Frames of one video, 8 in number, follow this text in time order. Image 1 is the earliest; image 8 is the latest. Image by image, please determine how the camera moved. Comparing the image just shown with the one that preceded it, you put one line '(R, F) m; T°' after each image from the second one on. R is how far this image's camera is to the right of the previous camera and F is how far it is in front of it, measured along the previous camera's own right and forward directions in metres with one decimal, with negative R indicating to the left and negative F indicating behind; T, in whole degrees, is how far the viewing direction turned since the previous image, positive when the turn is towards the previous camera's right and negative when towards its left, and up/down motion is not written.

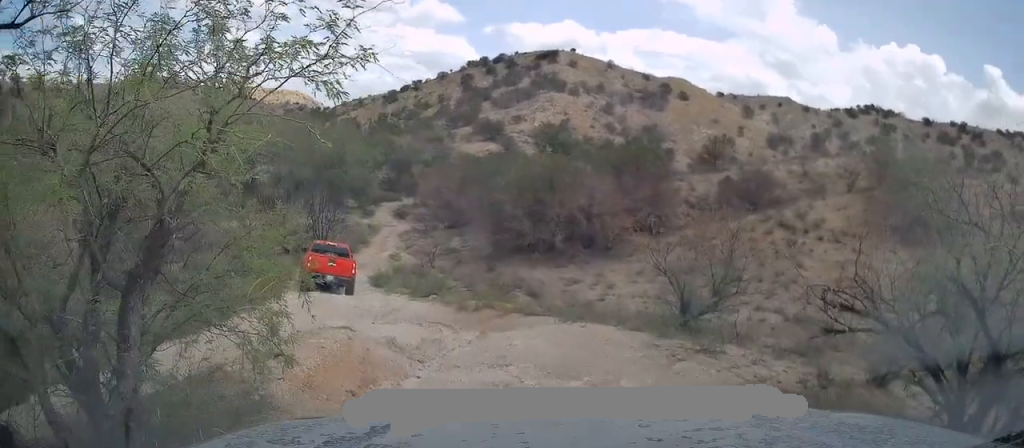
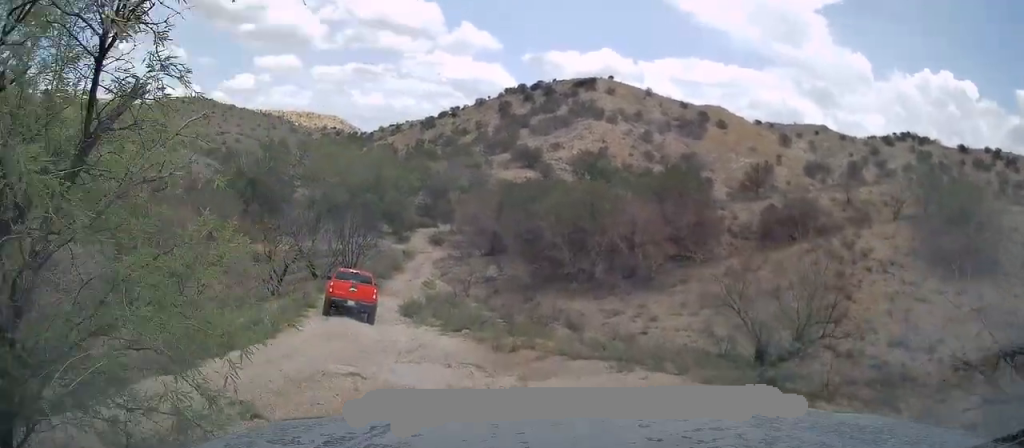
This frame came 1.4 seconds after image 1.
(0.0, +2.1) m; -7°
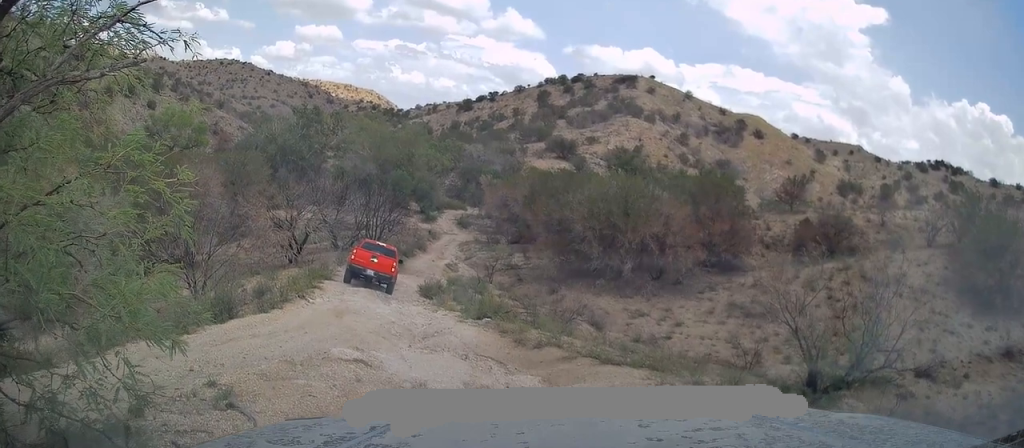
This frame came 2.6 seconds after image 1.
(-0.1, +1.4) m; 0°
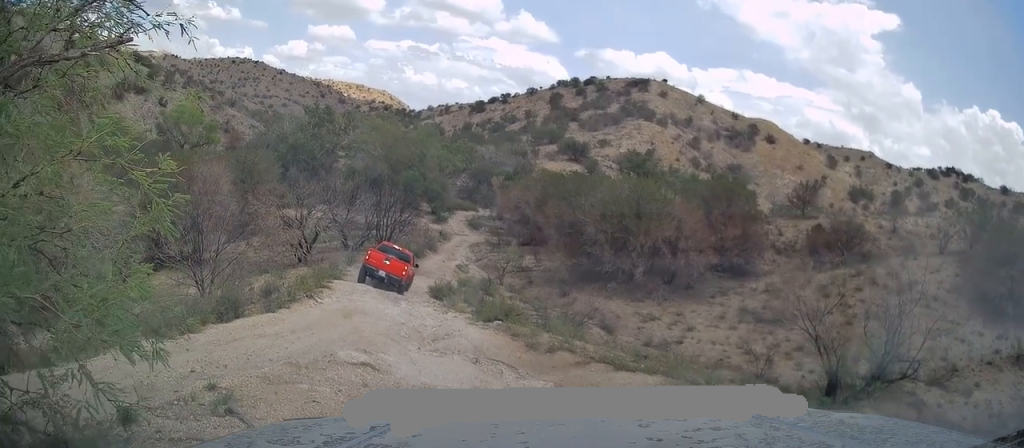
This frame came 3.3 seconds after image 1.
(+0.2, +0.7) m; 0°
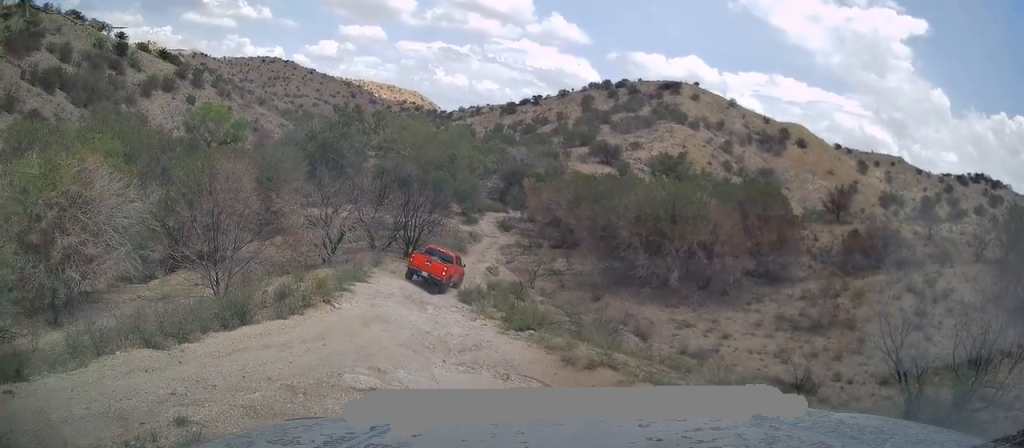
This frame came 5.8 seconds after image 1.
(0.0, +2.1) m; 0°
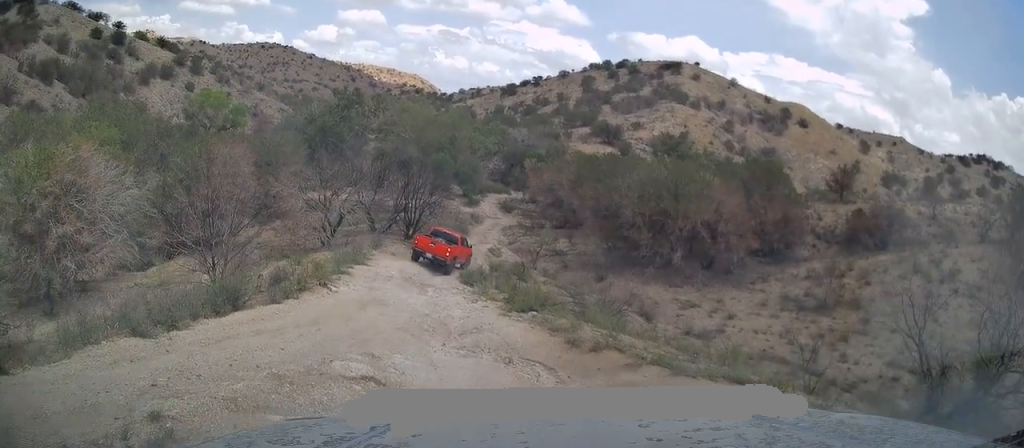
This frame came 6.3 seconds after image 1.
(-0.2, +0.4) m; 0°
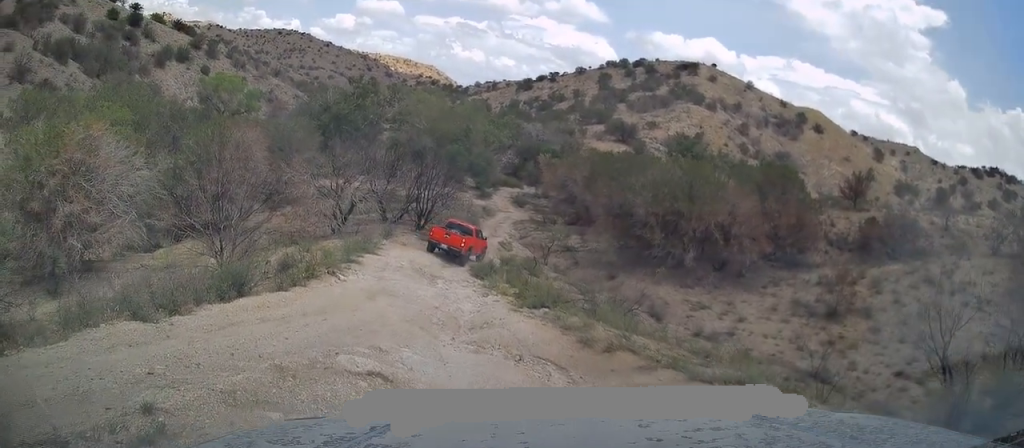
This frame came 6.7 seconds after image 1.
(0.0, +0.3) m; 0°
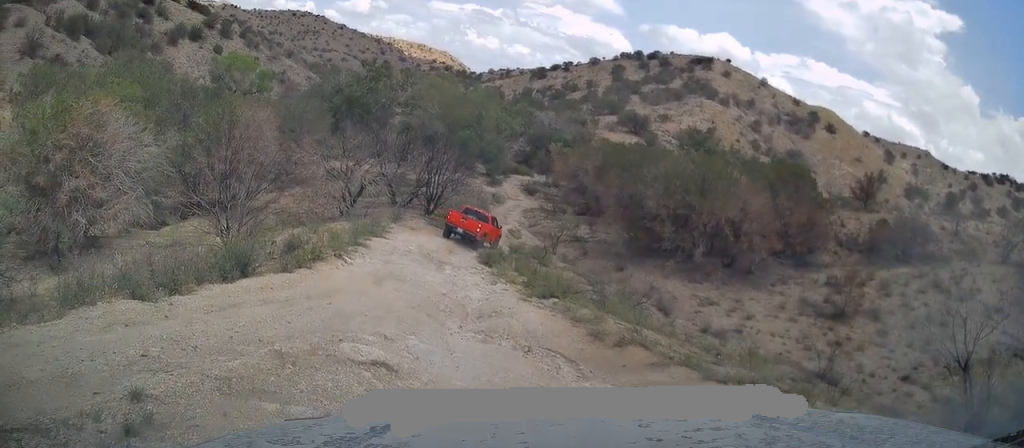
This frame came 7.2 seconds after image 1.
(0.0, +0.3) m; 0°
